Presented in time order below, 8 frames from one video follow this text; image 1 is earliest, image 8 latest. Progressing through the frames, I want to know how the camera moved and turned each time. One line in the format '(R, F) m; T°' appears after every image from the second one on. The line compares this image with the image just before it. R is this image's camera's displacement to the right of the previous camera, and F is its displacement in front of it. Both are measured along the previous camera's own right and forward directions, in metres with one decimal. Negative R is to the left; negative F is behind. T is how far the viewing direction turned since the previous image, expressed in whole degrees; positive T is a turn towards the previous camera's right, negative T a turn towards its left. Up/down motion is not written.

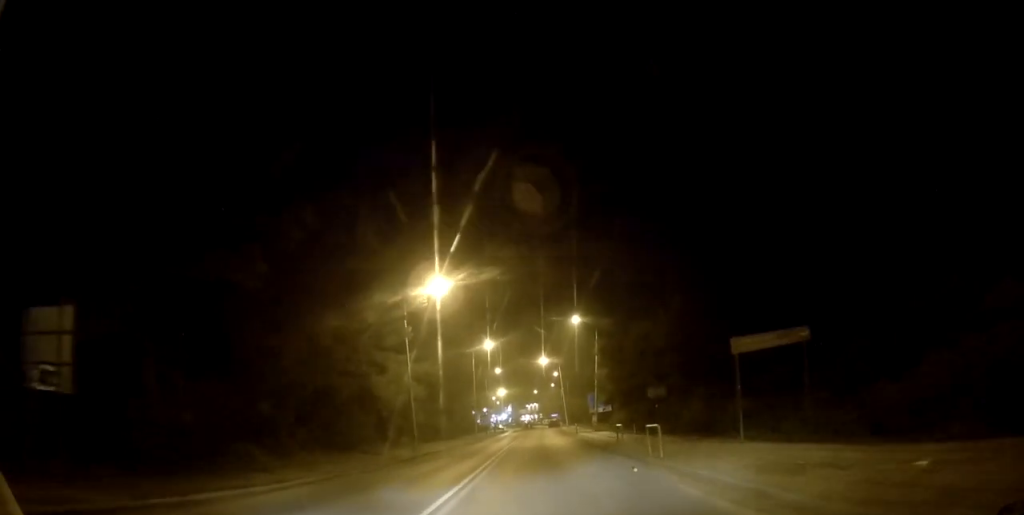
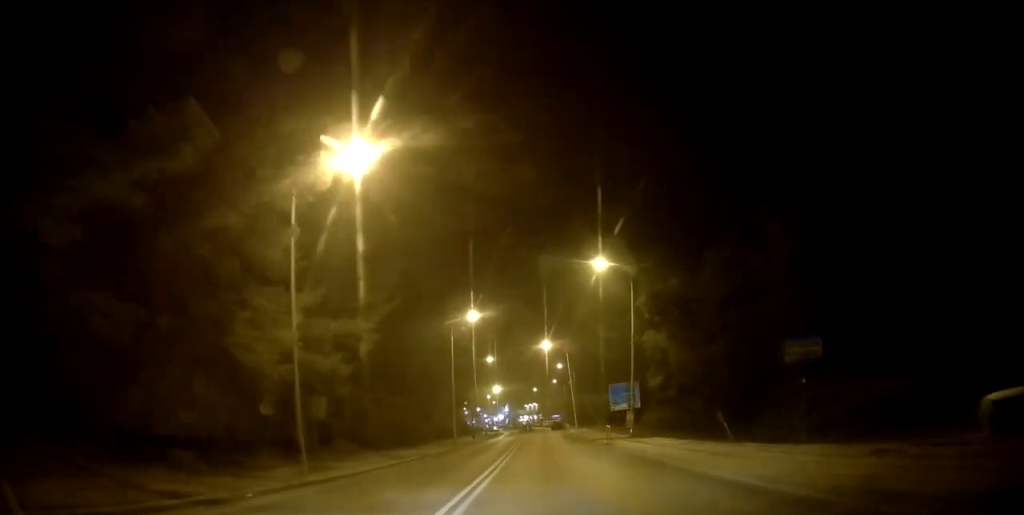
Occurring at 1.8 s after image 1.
(+0.6, +18.6) m; 0°
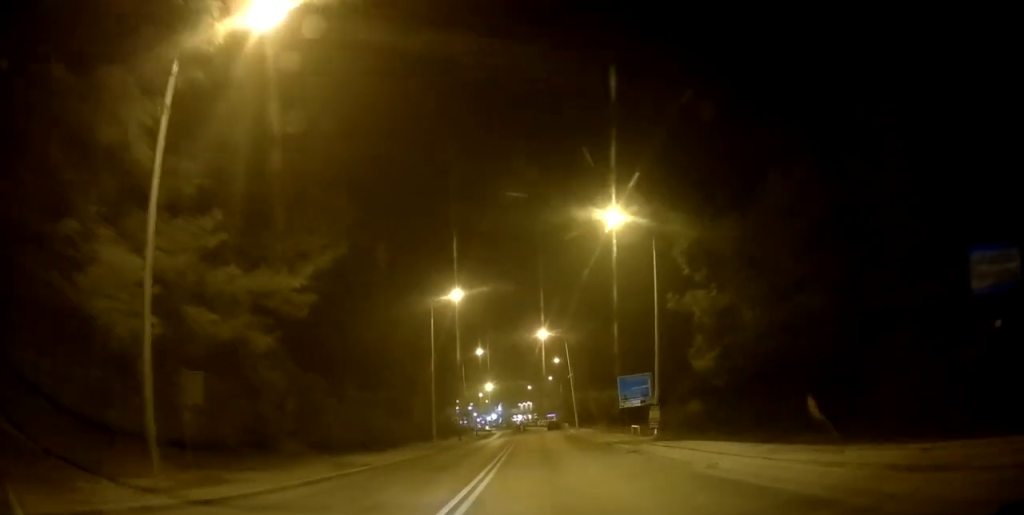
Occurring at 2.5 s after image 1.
(-0.3, +7.7) m; 0°
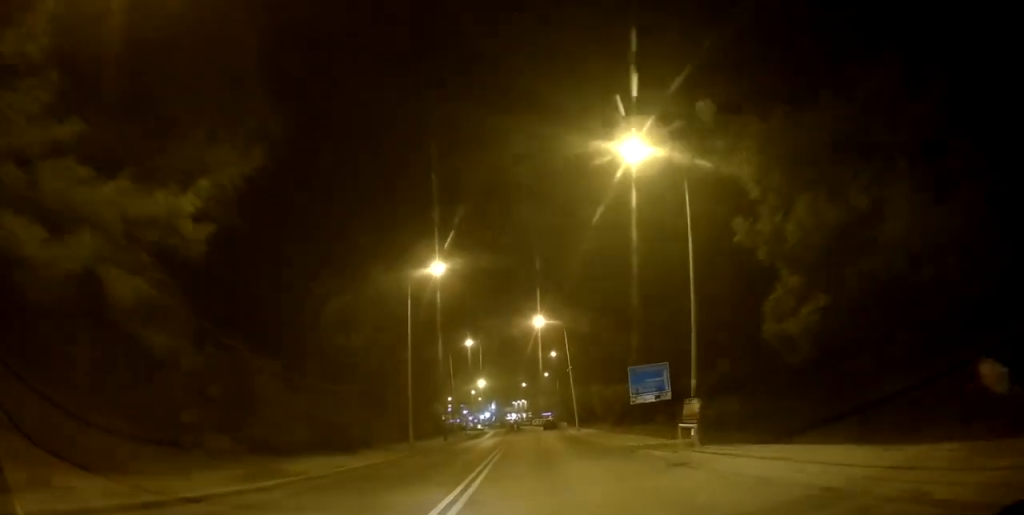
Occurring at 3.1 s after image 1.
(+0.2, +6.6) m; +2°
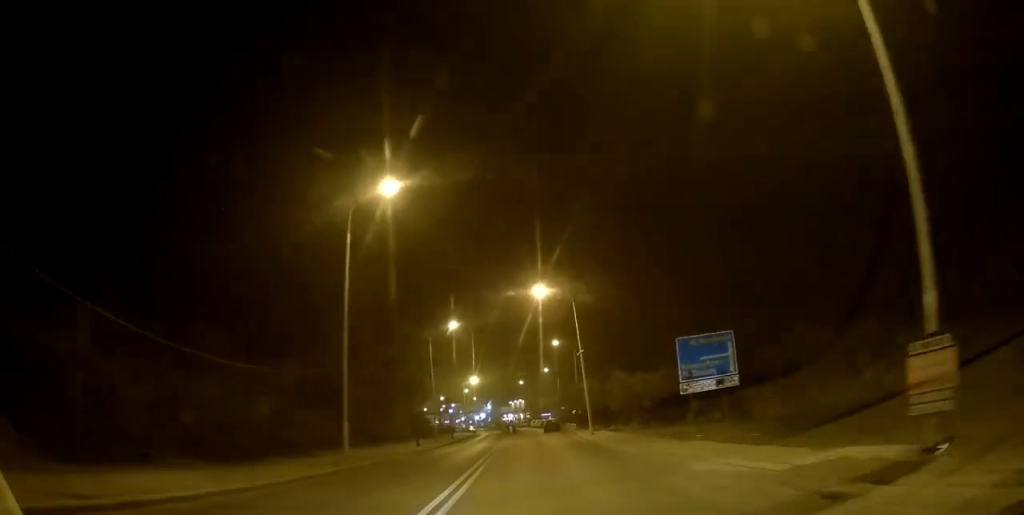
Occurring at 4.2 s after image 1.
(+0.4, +12.4) m; +1°
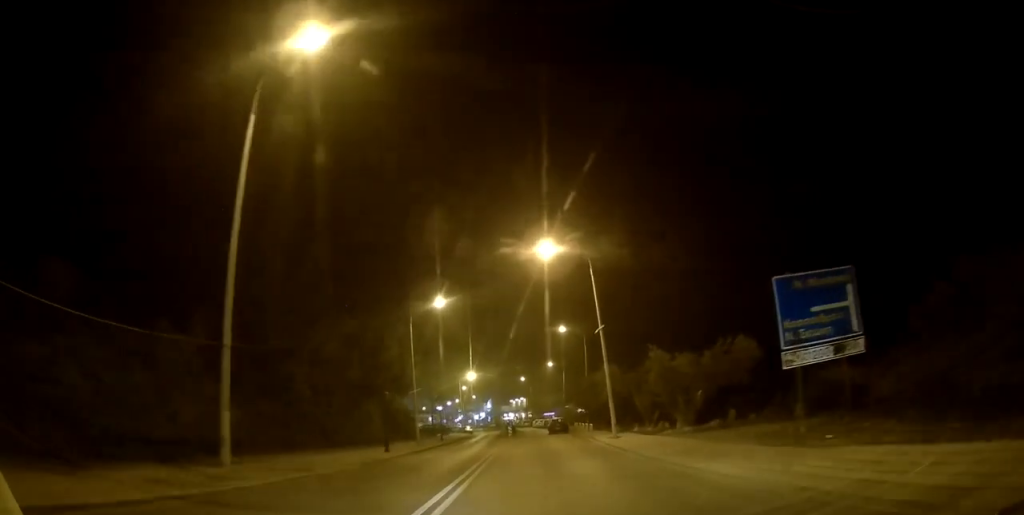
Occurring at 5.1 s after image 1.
(-0.2, +9.7) m; -2°
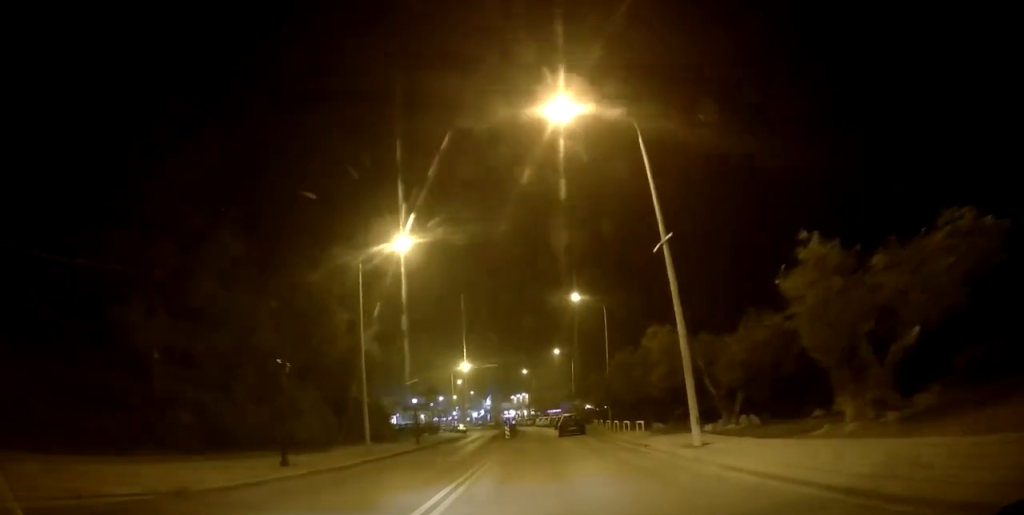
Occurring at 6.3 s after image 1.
(-0.4, +13.9) m; 0°
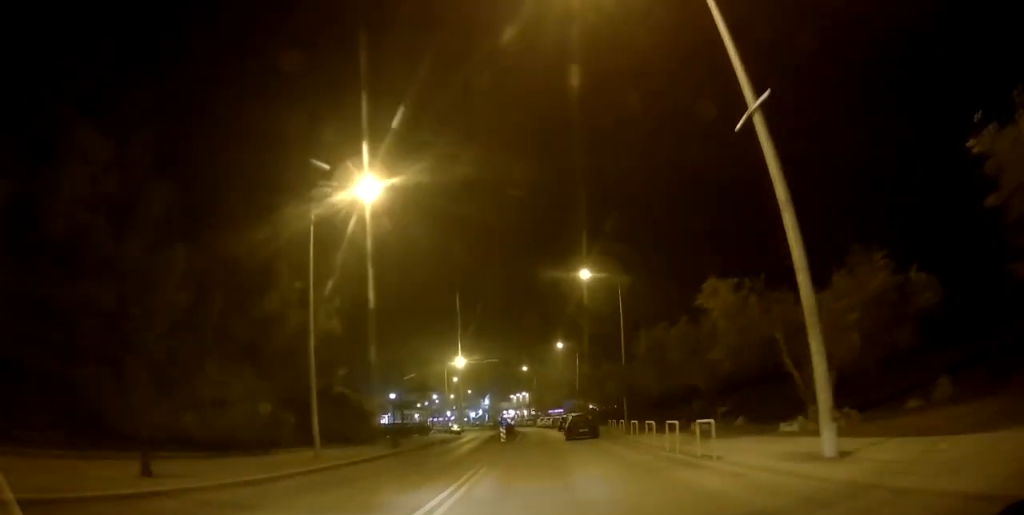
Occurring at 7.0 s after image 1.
(+0.1, +7.2) m; +1°
